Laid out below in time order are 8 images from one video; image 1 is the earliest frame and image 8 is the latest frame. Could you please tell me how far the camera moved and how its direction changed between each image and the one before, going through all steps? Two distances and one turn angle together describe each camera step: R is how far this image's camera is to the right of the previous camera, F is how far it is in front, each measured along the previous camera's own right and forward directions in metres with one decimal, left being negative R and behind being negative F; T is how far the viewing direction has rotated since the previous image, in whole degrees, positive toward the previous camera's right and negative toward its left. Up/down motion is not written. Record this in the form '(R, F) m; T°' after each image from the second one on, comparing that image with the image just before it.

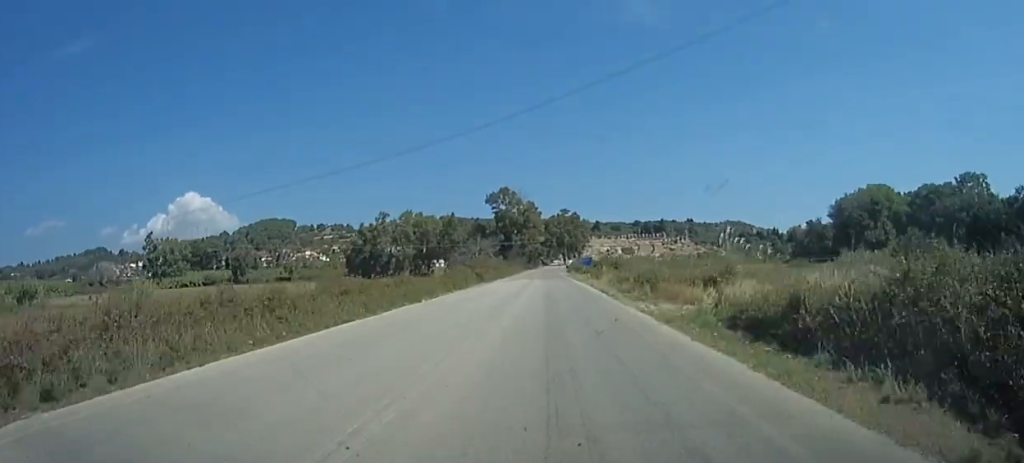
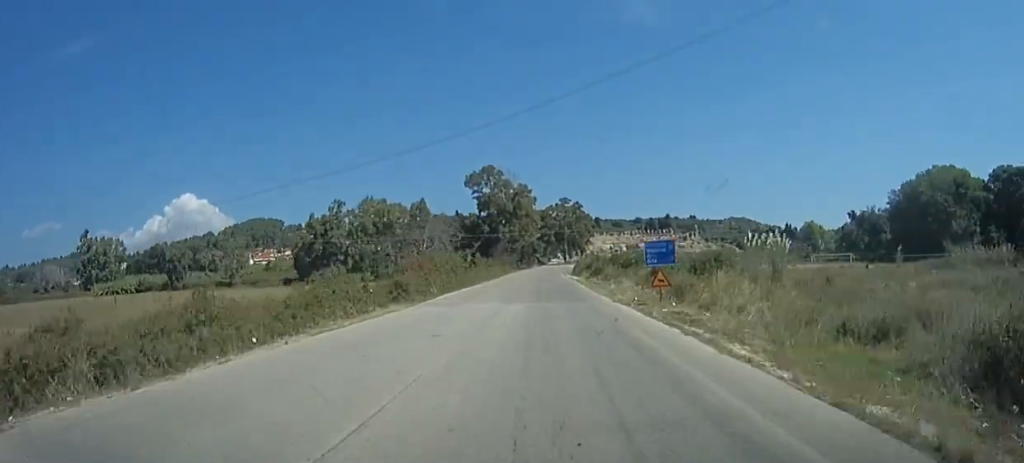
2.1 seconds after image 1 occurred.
(+0.4, +39.4) m; 0°
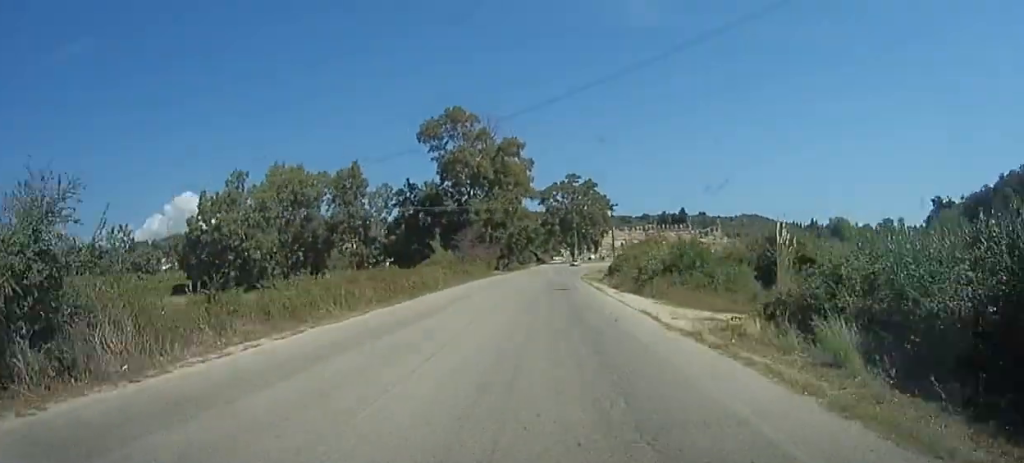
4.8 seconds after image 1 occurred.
(+0.1, +49.3) m; +6°
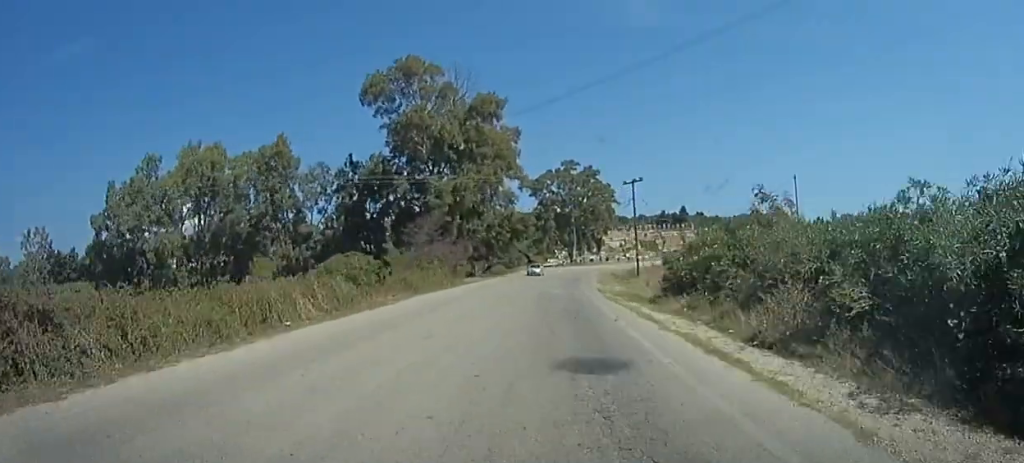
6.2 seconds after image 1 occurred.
(+2.5, +22.4) m; +5°
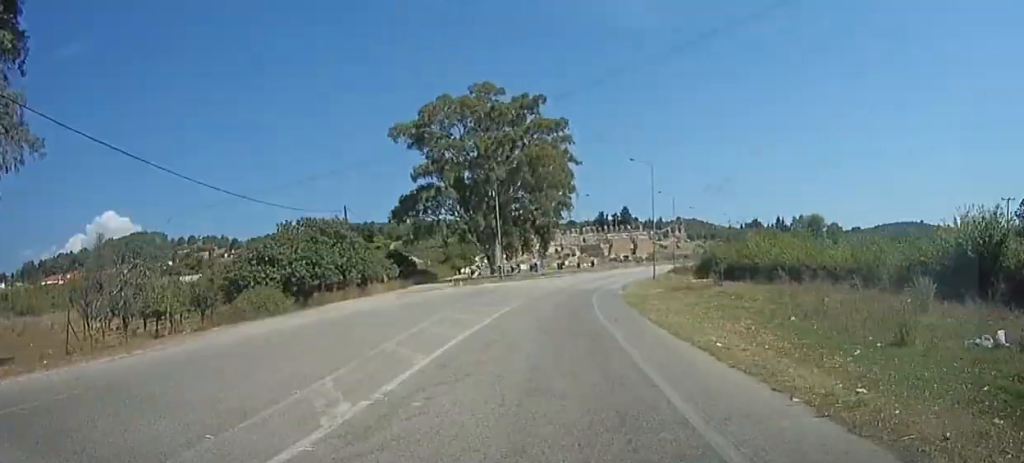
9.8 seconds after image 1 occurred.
(+1.8, +57.7) m; +2°
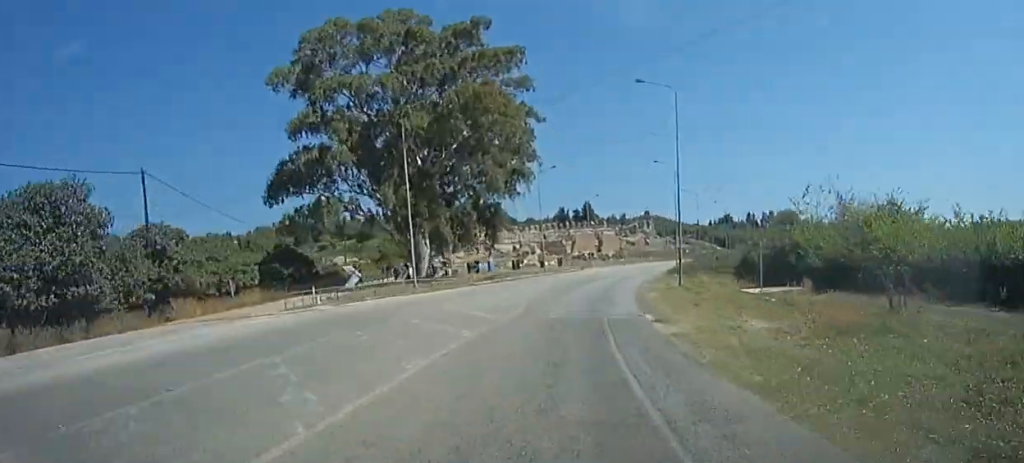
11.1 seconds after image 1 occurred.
(0.0, +20.7) m; 0°
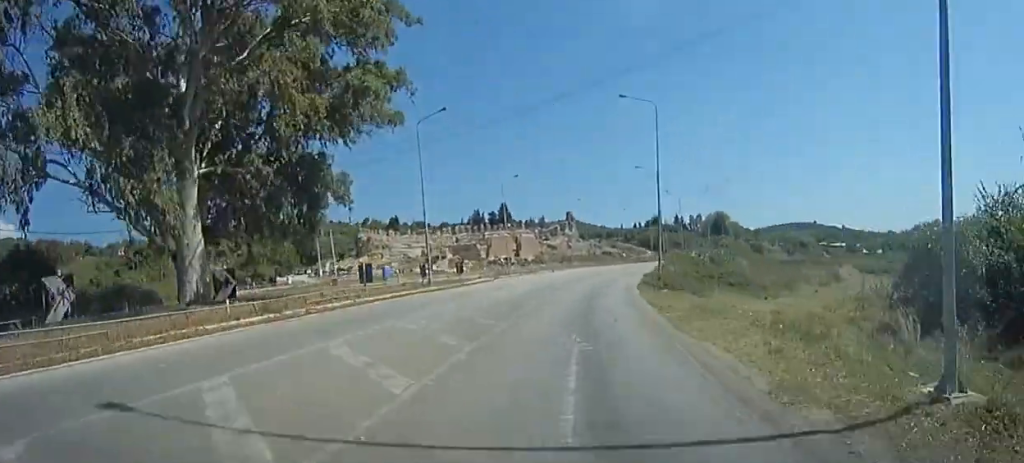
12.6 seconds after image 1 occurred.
(0.0, +23.0) m; 0°
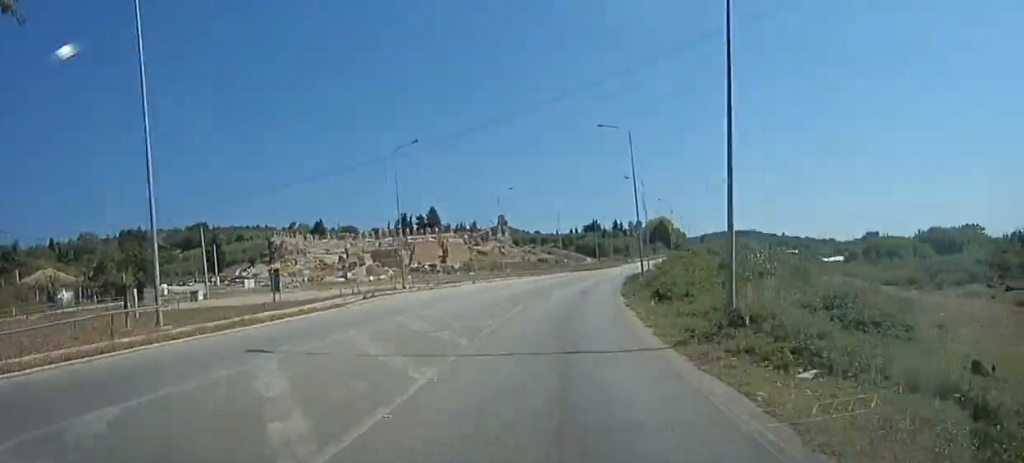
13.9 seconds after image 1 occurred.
(0.0, +20.3) m; 0°
